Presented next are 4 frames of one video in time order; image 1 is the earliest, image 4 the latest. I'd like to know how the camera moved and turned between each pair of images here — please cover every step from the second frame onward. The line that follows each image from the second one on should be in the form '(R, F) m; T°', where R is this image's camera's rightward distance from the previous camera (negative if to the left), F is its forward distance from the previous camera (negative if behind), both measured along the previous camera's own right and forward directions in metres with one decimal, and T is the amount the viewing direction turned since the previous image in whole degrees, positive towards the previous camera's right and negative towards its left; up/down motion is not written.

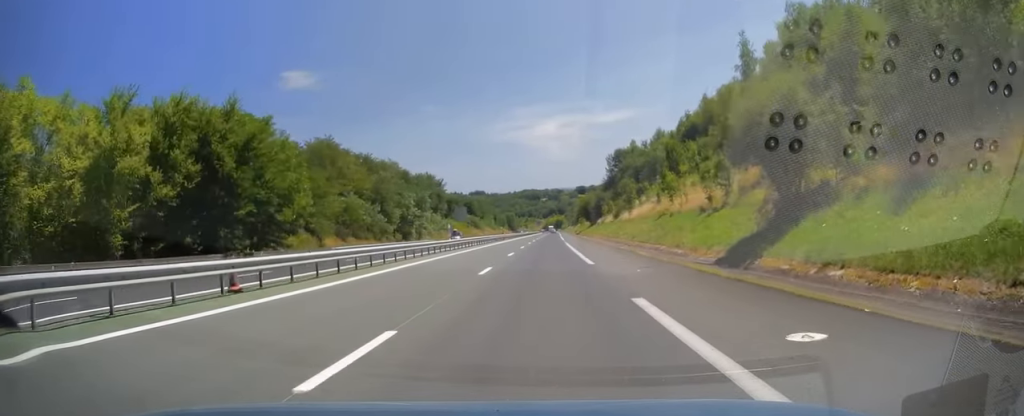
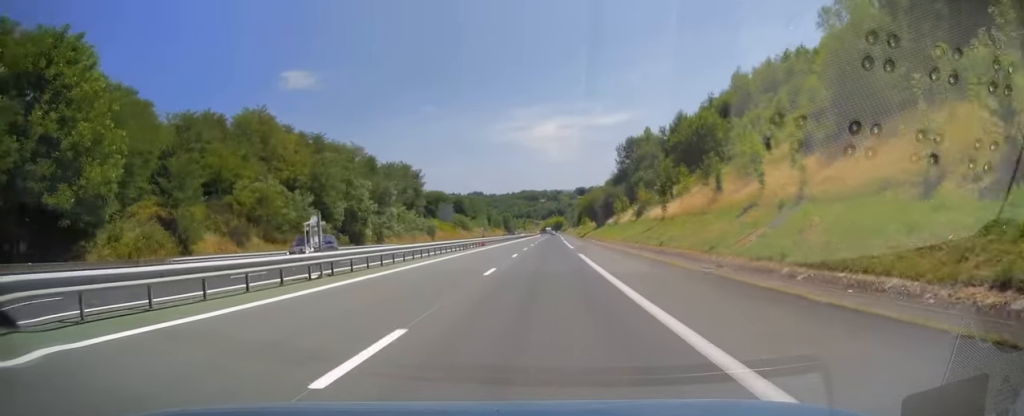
(+0.1, +26.7) m; 0°
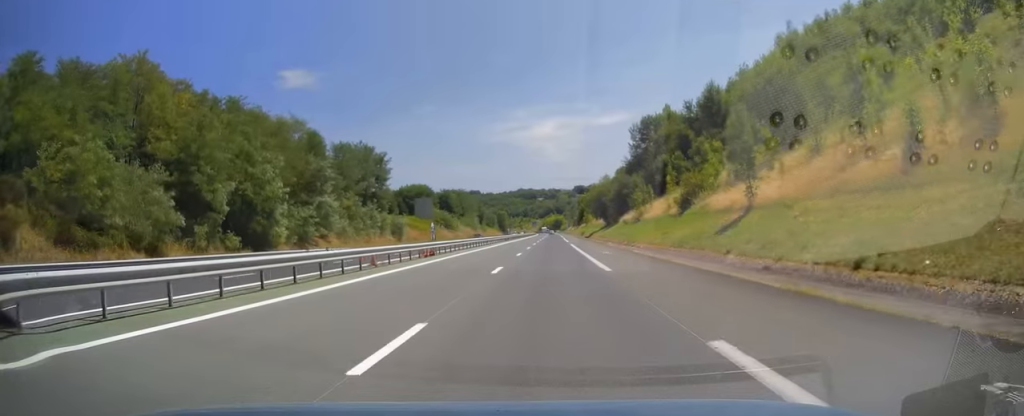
(0.0, +27.4) m; 0°
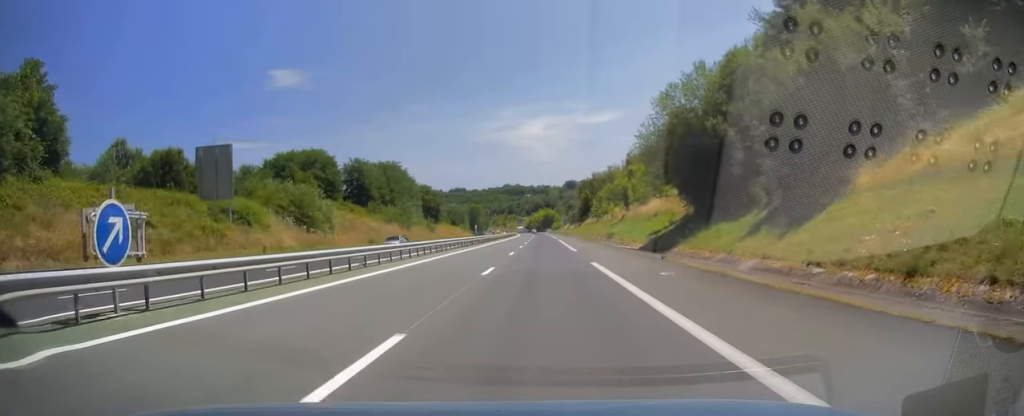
(+1.1, +85.9) m; +1°
